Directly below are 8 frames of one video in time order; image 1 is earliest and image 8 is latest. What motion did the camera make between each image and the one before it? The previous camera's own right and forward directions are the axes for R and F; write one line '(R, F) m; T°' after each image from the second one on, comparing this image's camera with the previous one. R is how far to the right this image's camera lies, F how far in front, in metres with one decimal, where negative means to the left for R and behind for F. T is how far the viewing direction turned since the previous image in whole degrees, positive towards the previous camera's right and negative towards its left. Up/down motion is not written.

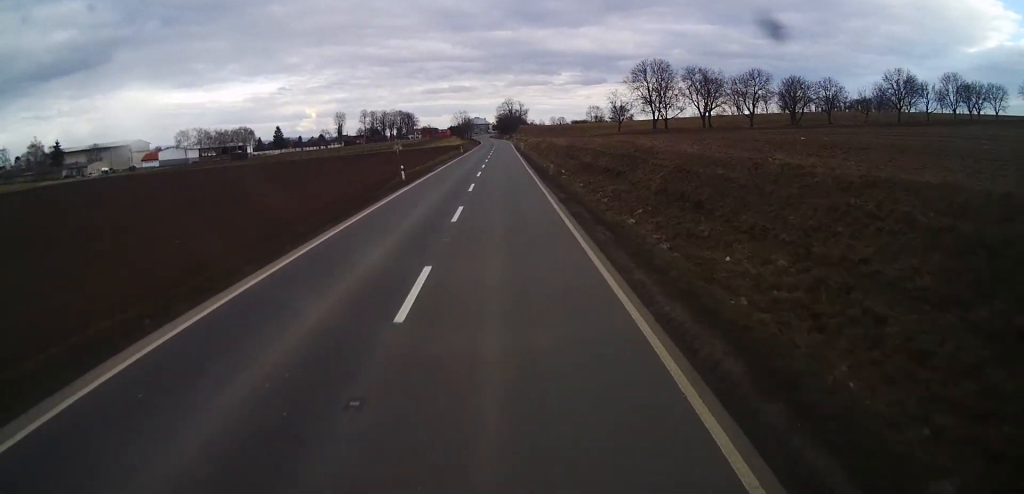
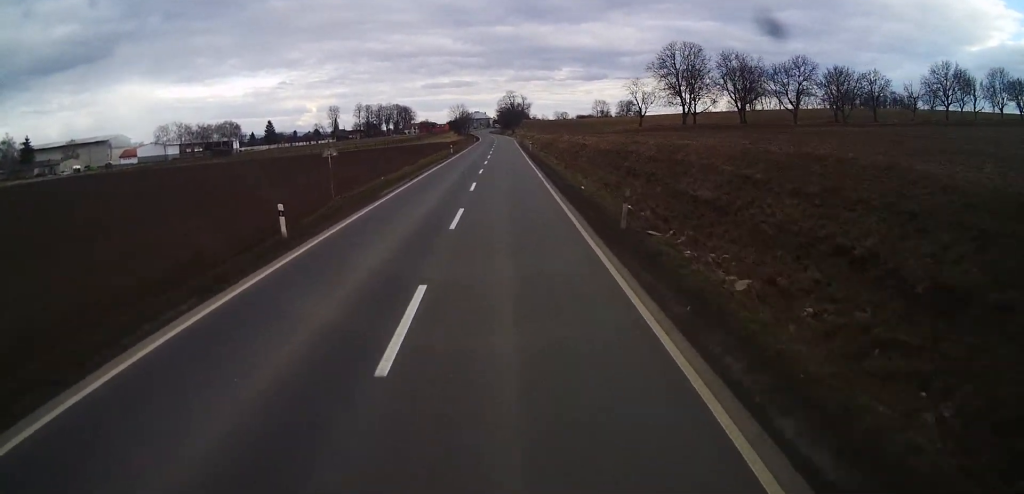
(0.0, +19.5) m; 0°
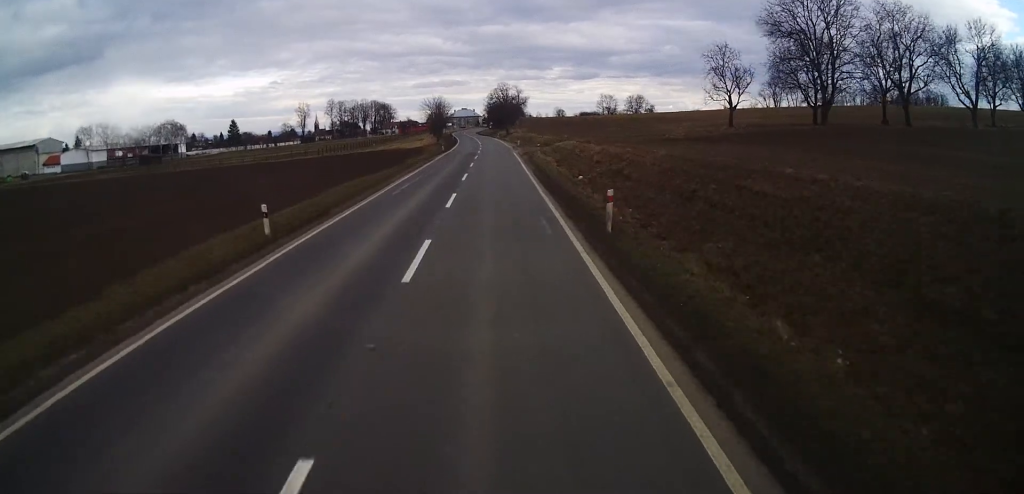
(-0.8, +49.2) m; -1°
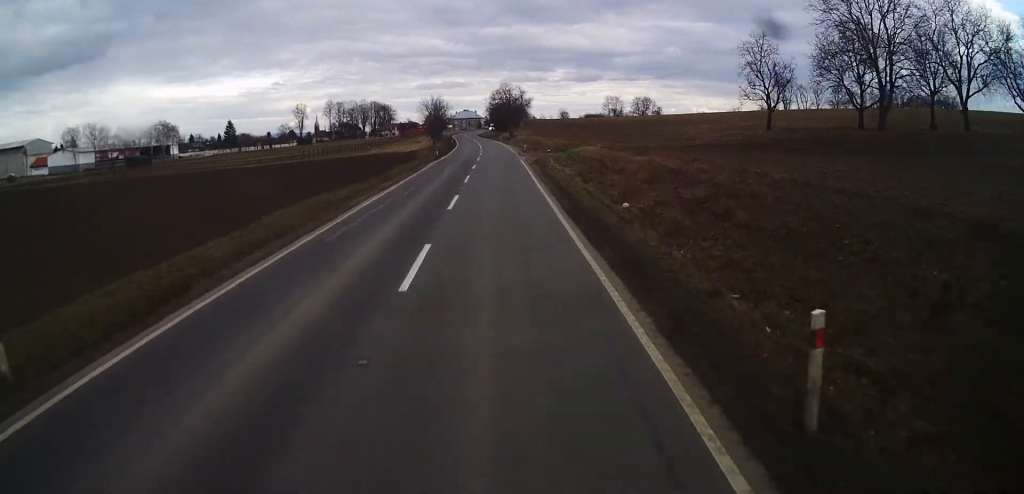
(0.0, +9.2) m; +1°
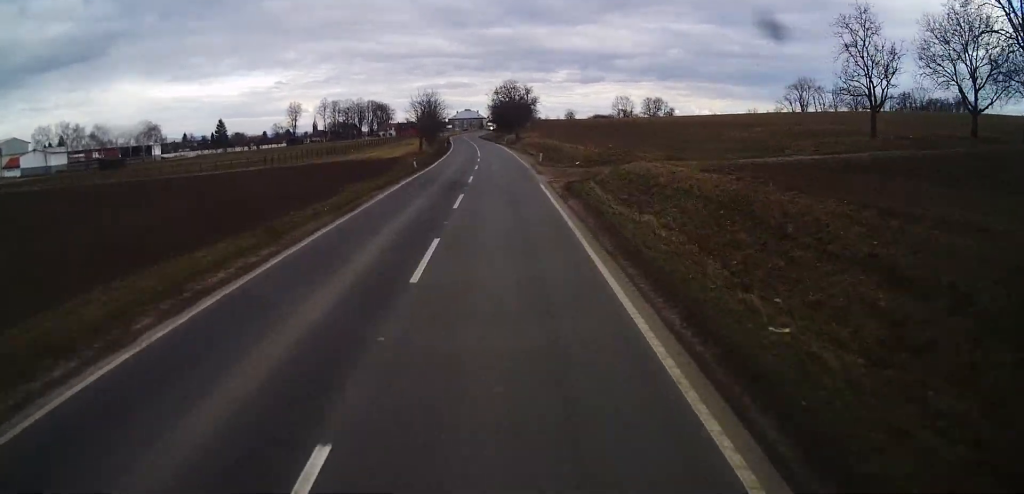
(+0.4, +17.1) m; +1°
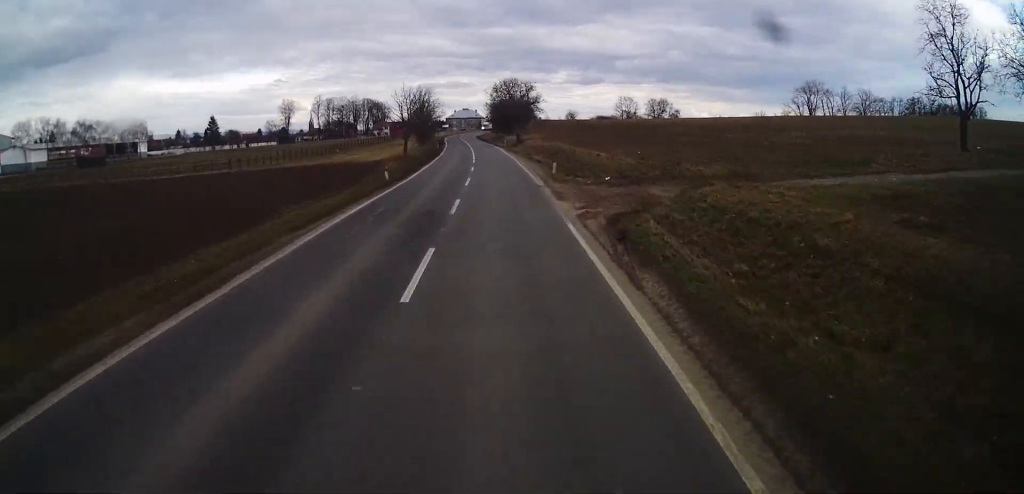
(-0.1, +10.0) m; -1°
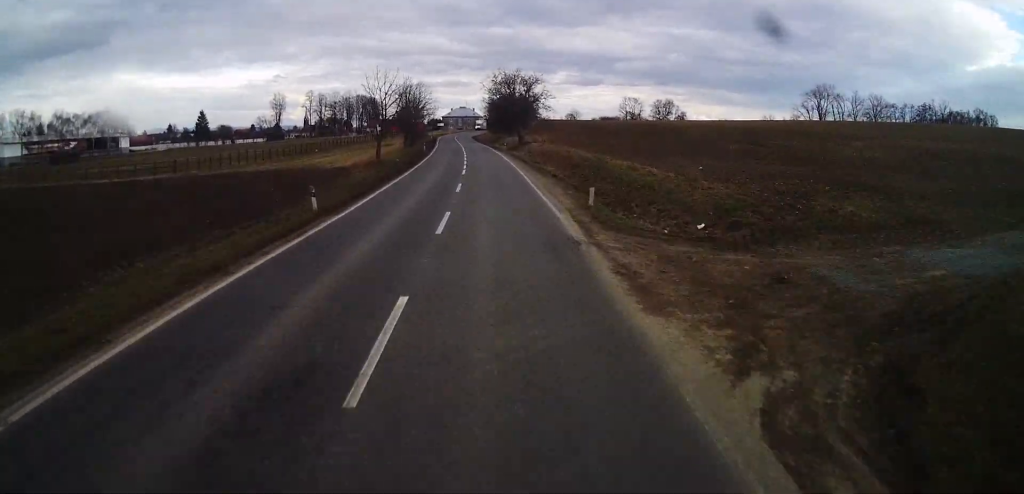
(0.0, +12.2) m; -1°
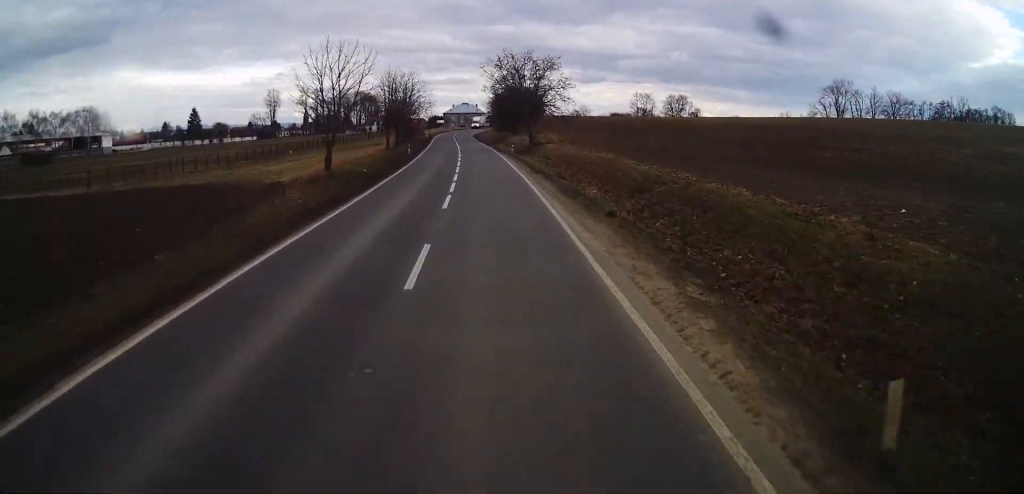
(-0.3, +14.4) m; -1°
